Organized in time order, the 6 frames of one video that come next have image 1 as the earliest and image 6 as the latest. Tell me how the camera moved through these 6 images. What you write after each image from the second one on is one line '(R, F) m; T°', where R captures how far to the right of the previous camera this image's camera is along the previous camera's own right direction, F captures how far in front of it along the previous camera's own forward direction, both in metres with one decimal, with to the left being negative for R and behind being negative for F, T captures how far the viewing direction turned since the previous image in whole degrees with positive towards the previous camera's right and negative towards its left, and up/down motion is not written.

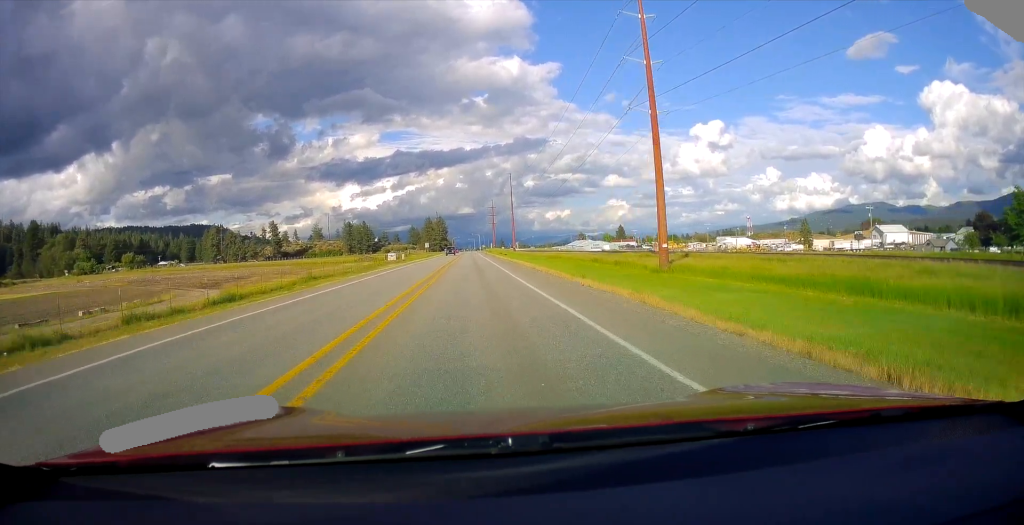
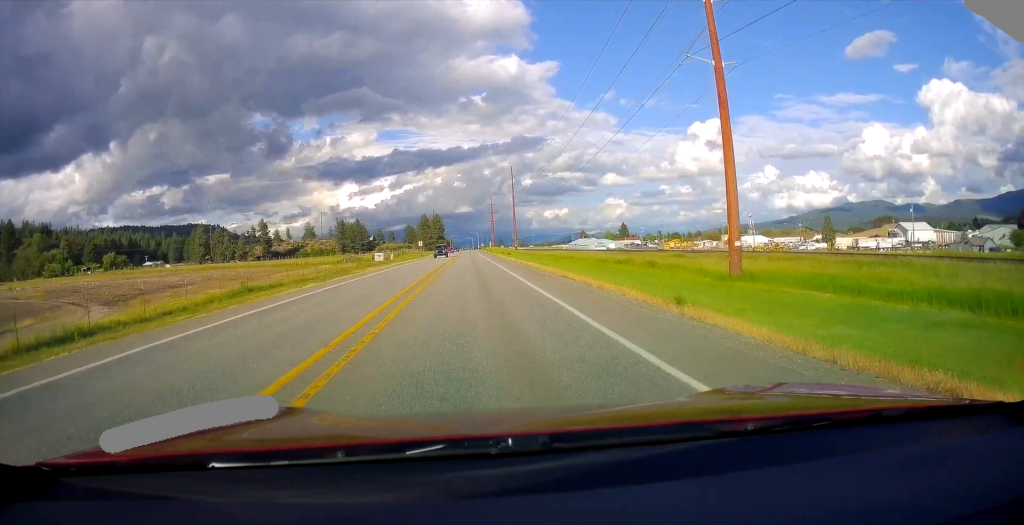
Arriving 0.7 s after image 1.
(+0.1, +16.2) m; -1°
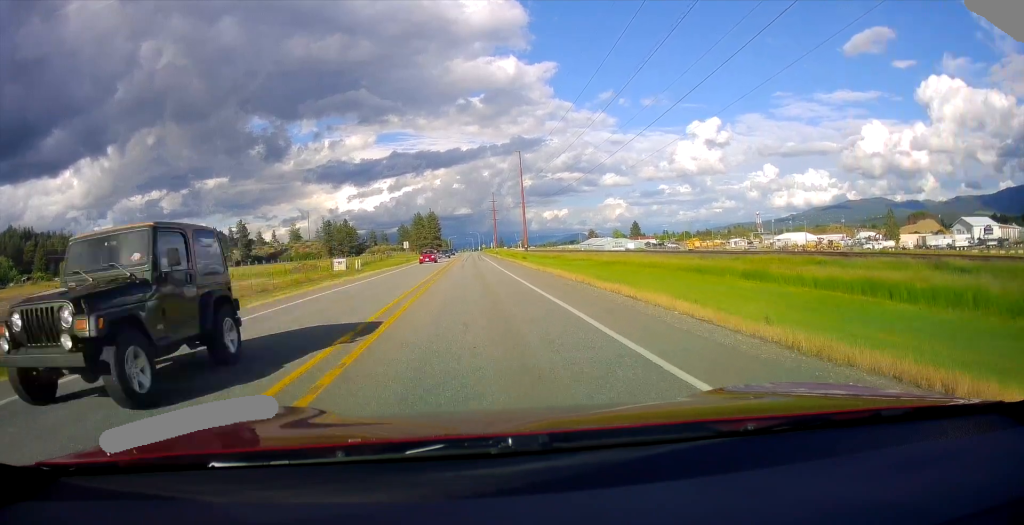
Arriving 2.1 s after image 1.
(-0.4, +35.7) m; 0°
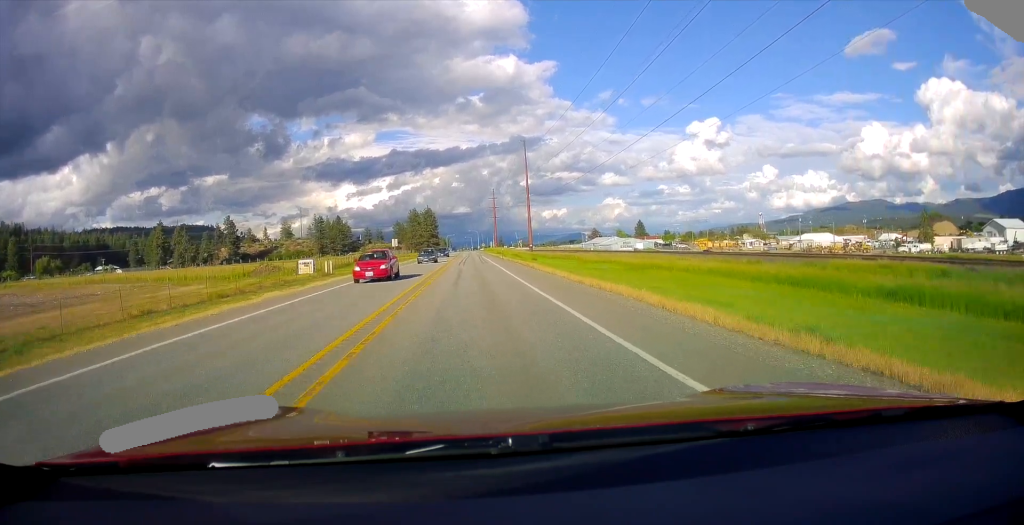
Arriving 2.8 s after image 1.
(+0.2, +15.8) m; +1°
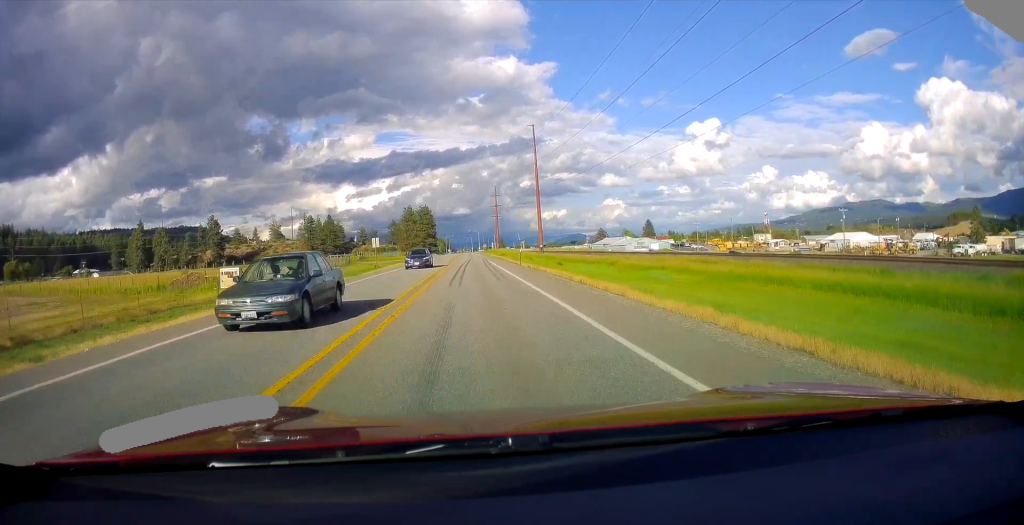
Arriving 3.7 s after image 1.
(0.0, +21.4) m; 0°
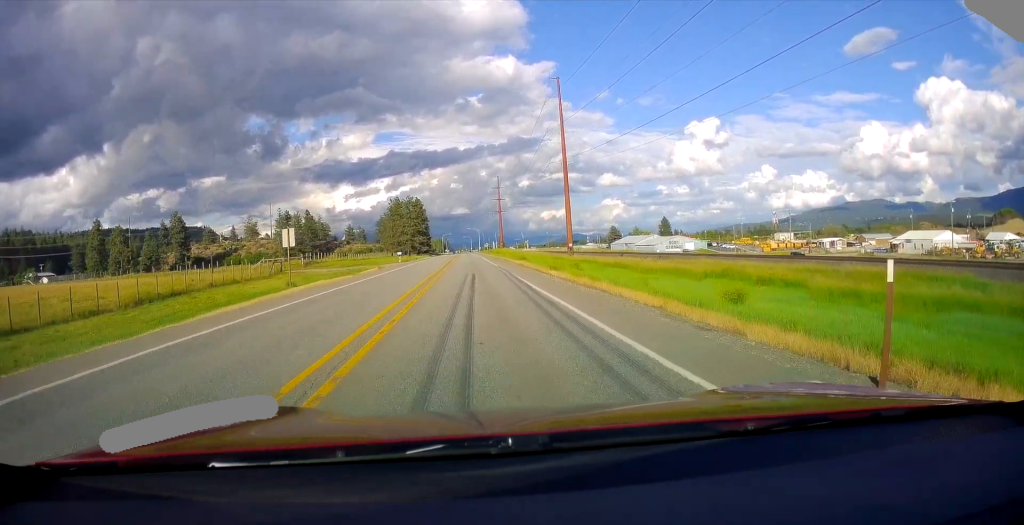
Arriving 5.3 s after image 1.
(-0.3, +38.5) m; -1°
